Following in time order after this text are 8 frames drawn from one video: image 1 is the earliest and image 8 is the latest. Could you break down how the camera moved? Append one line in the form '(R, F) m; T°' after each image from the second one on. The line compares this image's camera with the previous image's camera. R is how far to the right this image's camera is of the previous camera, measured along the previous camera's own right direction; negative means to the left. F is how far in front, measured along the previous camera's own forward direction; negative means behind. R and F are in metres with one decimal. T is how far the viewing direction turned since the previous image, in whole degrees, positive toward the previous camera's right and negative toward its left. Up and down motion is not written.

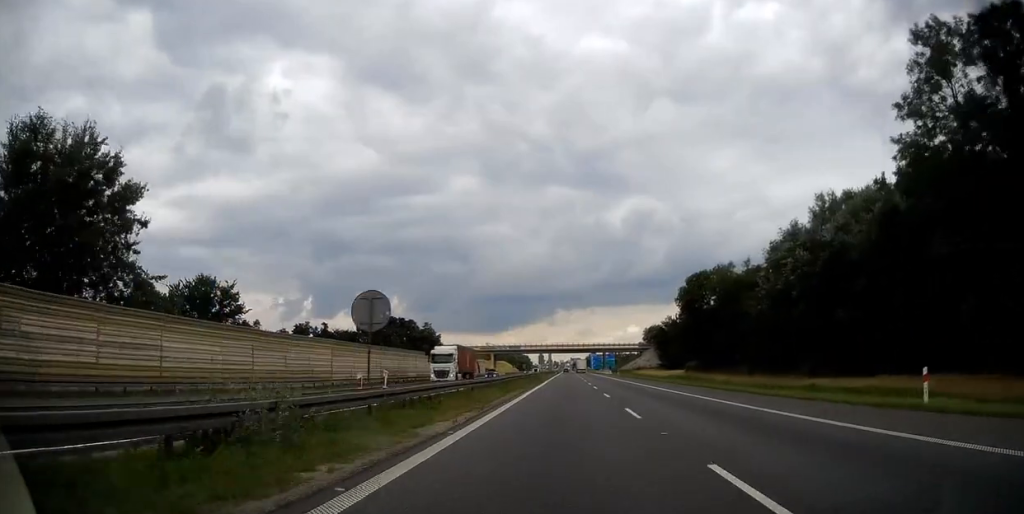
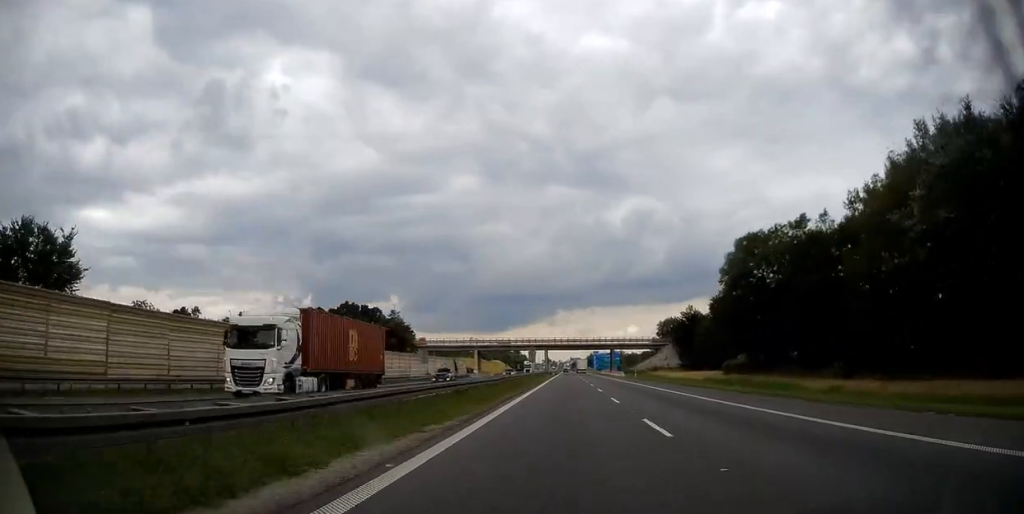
(-0.1, +28.5) m; 0°
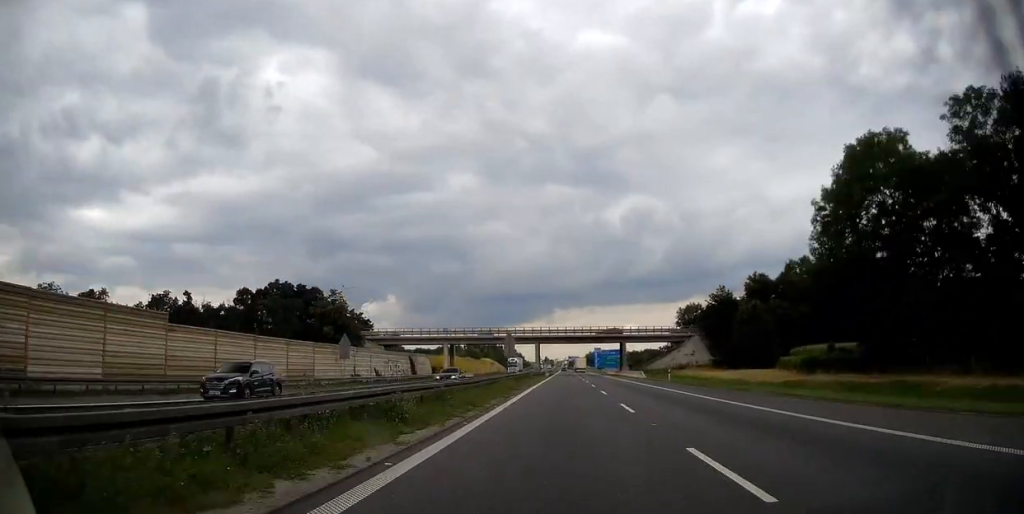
(-0.1, +30.0) m; 0°
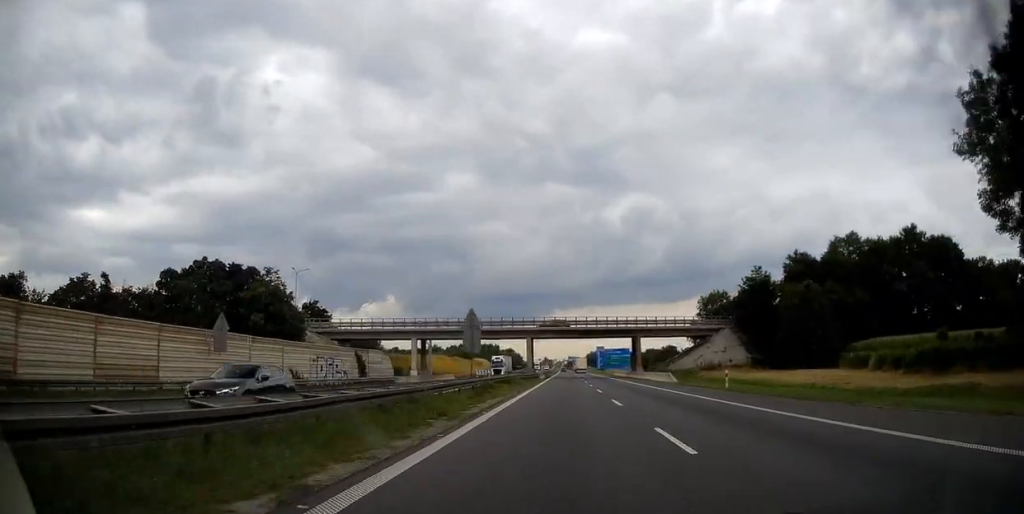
(+0.1, +20.6) m; 0°
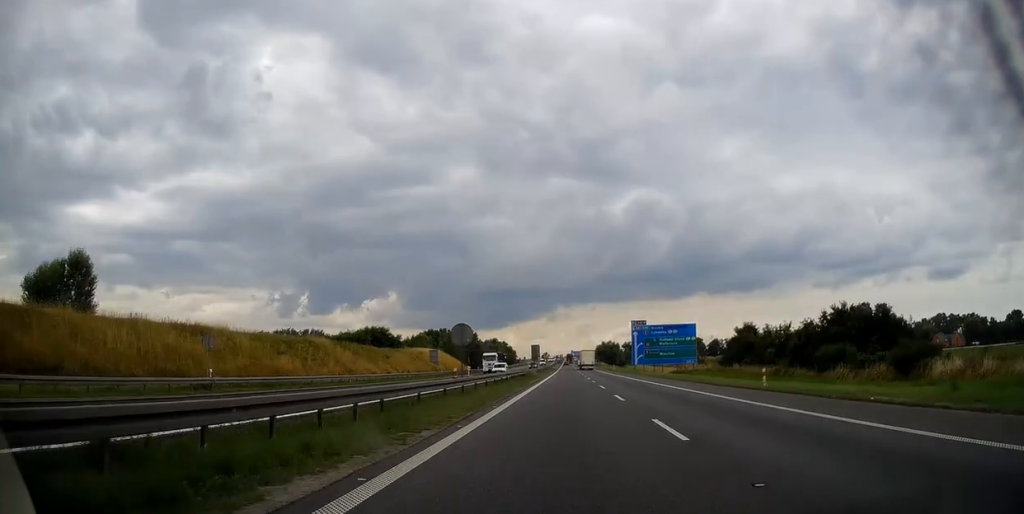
(0.0, +106.8) m; 0°
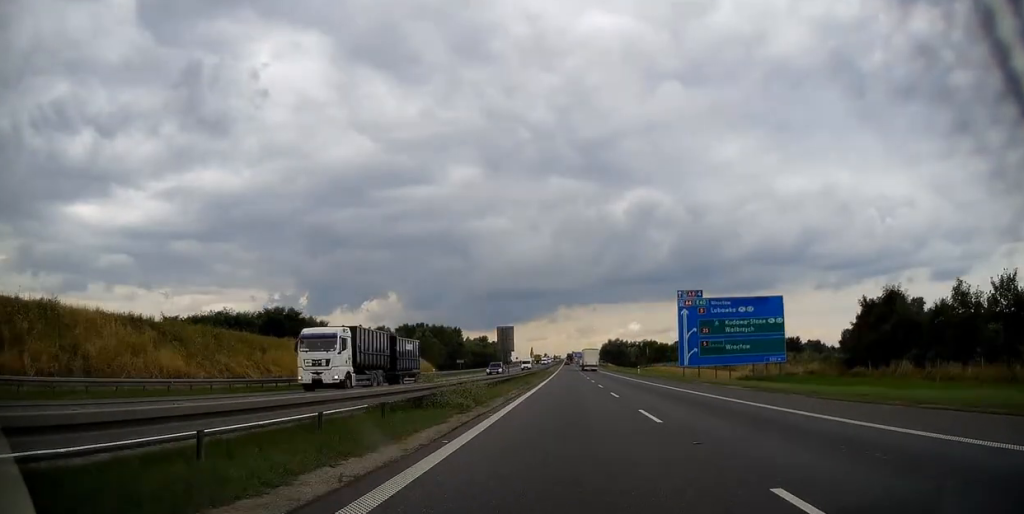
(-0.2, +44.5) m; 0°
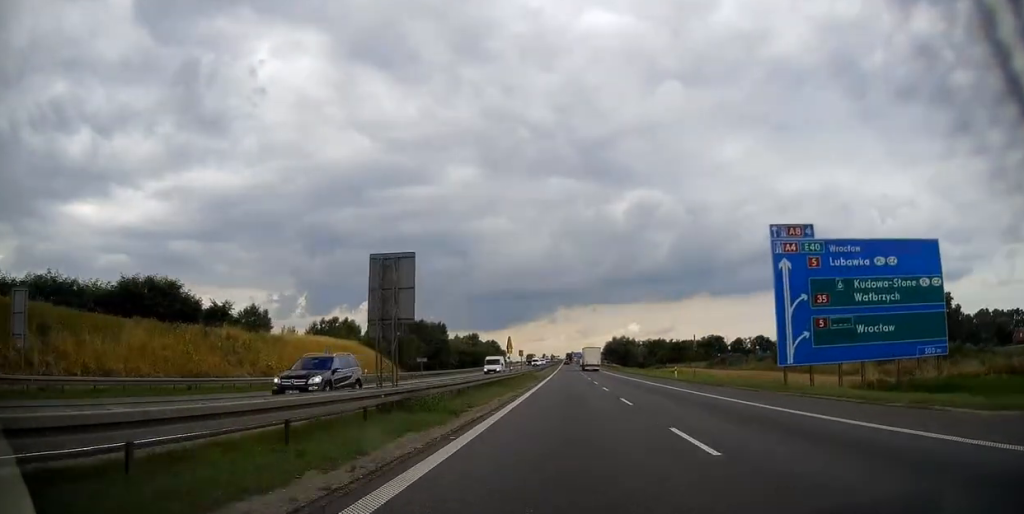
(-0.1, +29.5) m; 0°
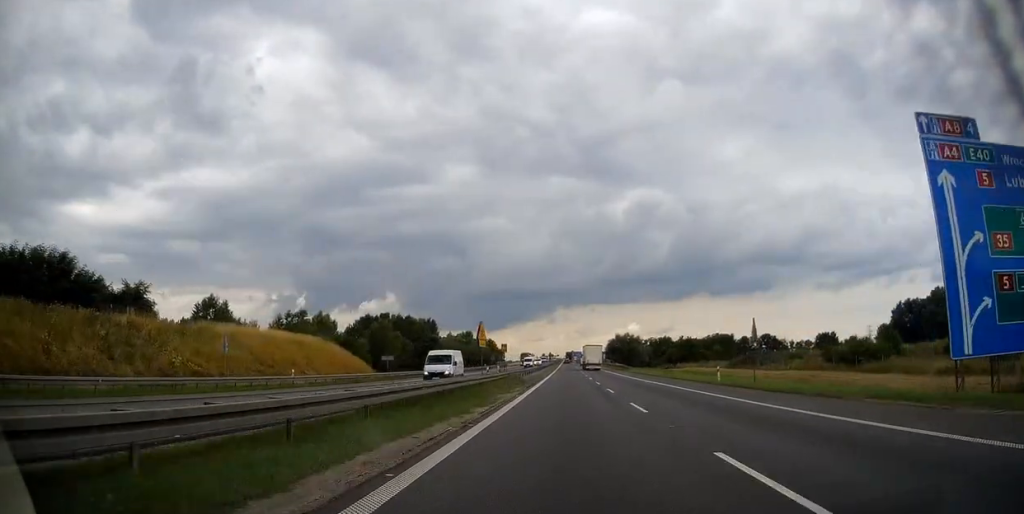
(+0.3, +16.0) m; 0°
